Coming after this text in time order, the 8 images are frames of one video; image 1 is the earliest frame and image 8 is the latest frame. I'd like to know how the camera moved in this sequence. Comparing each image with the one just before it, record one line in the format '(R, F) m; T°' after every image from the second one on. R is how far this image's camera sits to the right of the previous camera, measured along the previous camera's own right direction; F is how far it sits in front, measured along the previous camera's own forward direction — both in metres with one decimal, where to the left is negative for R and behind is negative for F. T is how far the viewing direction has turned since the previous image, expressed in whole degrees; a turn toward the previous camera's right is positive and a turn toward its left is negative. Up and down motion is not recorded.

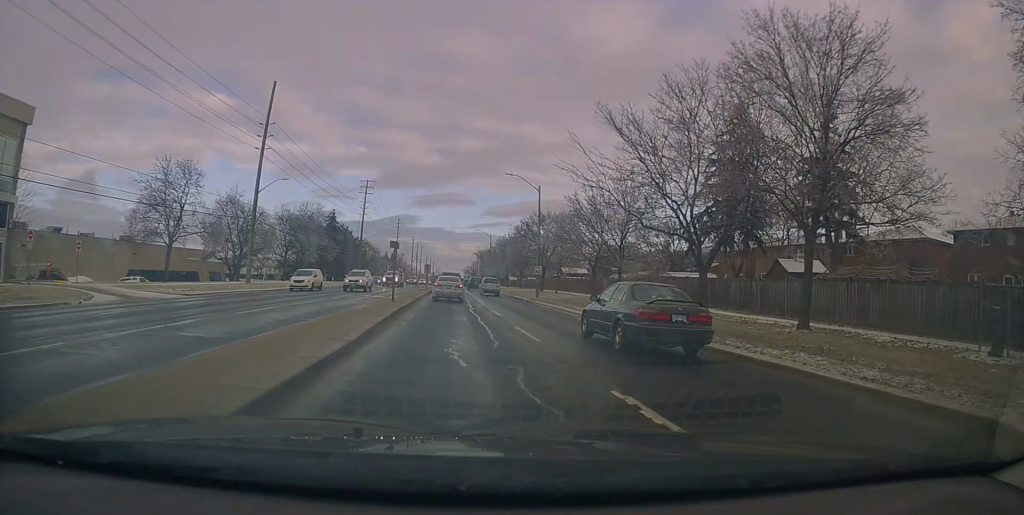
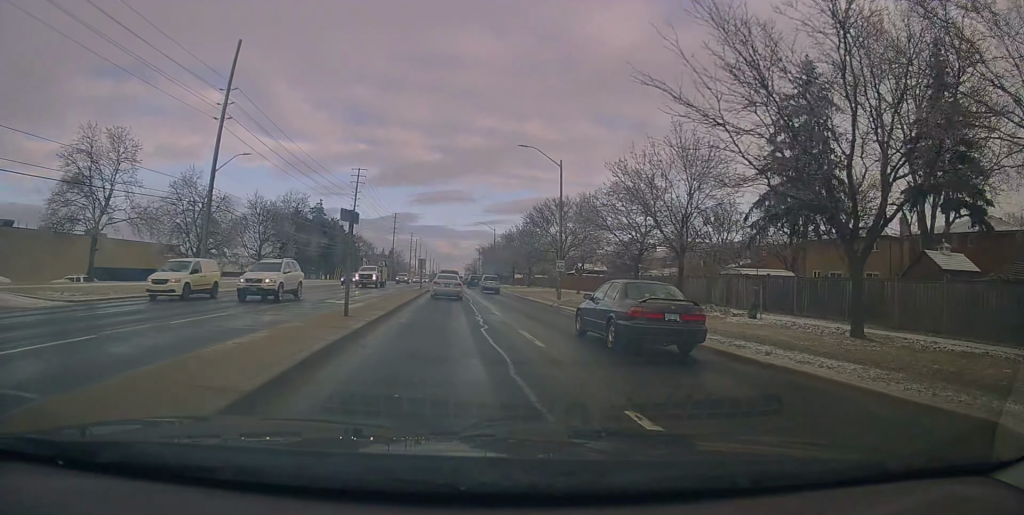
(0.0, +10.1) m; 0°
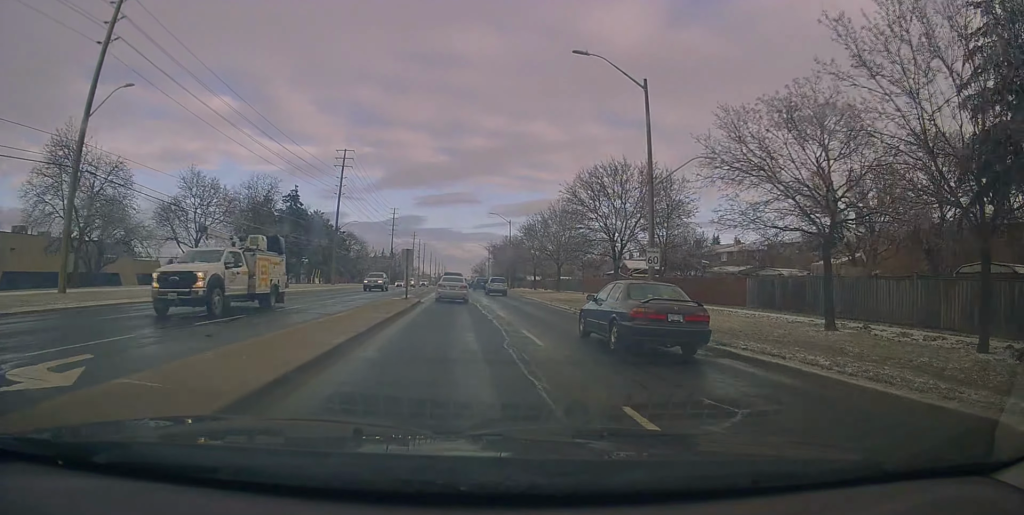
(-0.2, +18.1) m; -1°
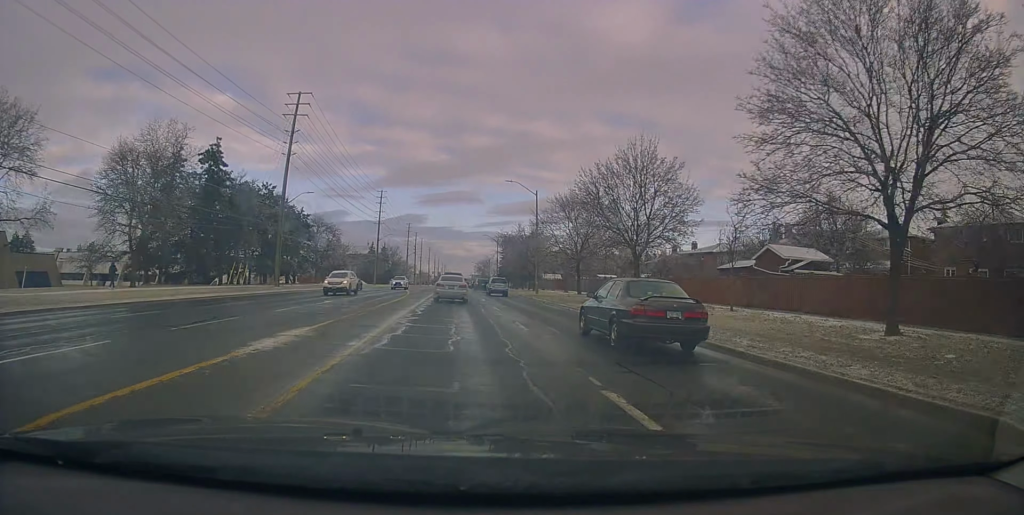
(+0.2, +26.8) m; +1°
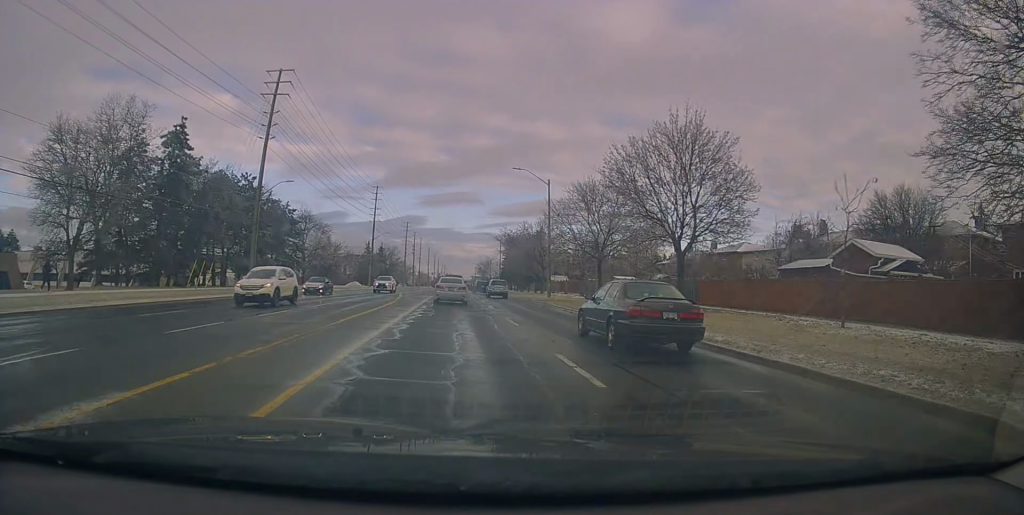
(0.0, +7.9) m; 0°
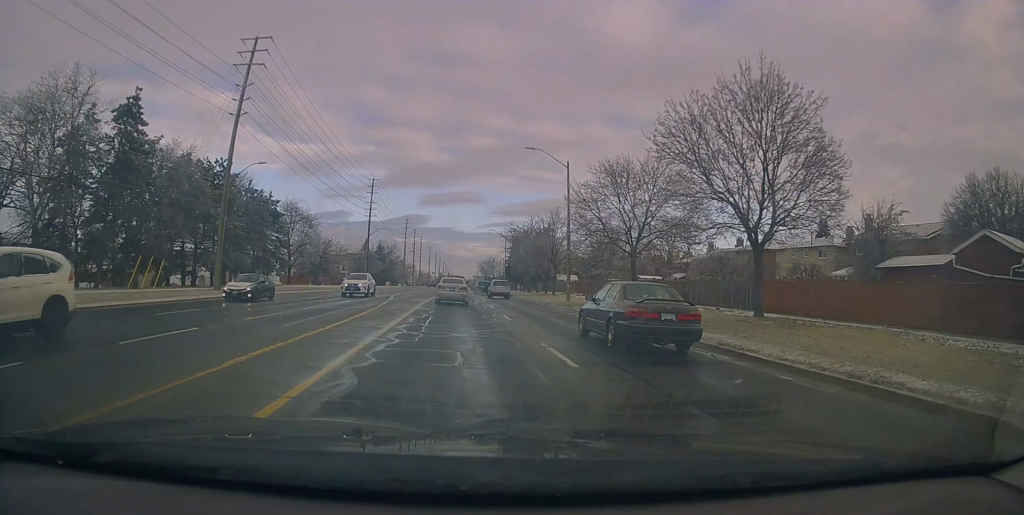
(0.0, +7.7) m; -1°
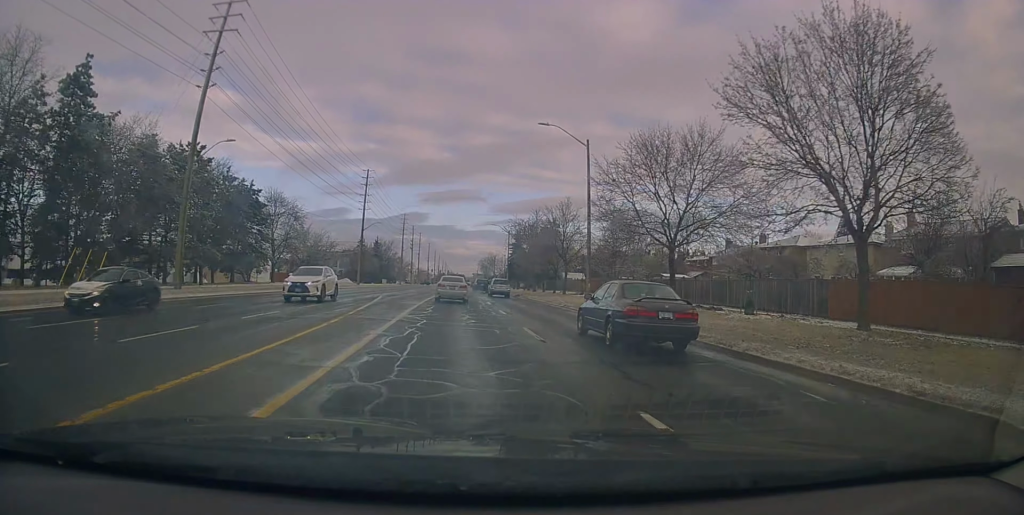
(+0.1, +6.7) m; -1°
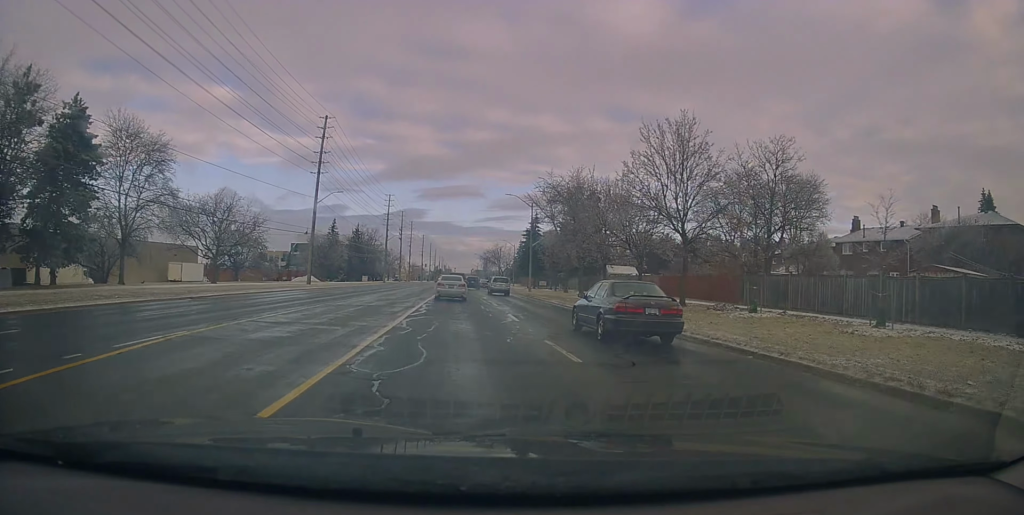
(-0.8, +31.1) m; 0°
